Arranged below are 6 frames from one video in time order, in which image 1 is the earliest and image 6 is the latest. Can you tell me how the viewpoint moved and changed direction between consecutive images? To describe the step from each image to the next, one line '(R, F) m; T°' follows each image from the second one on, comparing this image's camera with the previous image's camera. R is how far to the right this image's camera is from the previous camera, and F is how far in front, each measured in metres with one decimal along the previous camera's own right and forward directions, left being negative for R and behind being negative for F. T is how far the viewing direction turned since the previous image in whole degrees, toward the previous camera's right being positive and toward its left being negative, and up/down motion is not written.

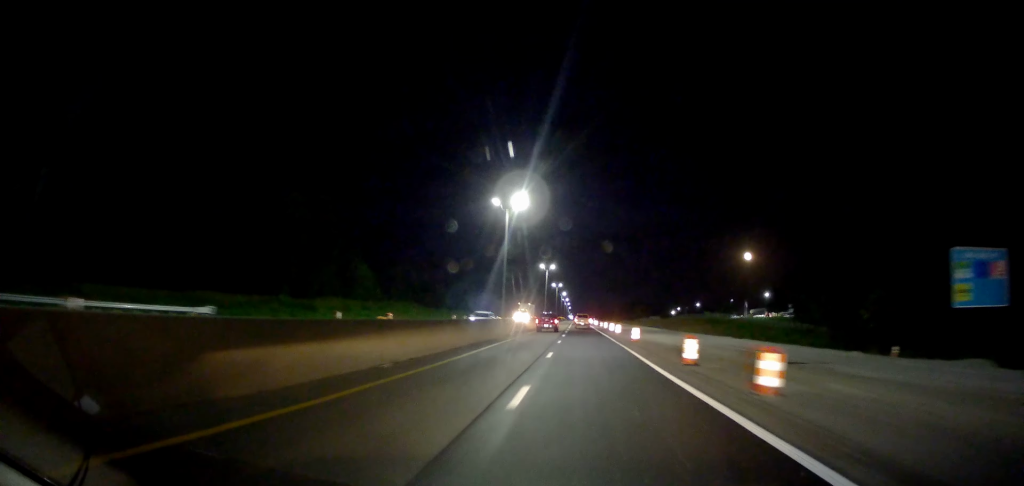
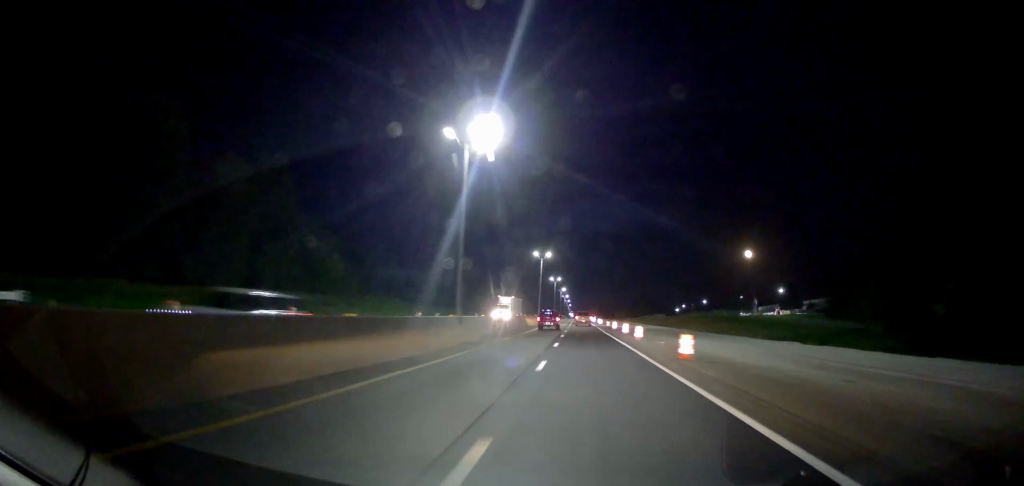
(+0.1, +18.7) m; +1°
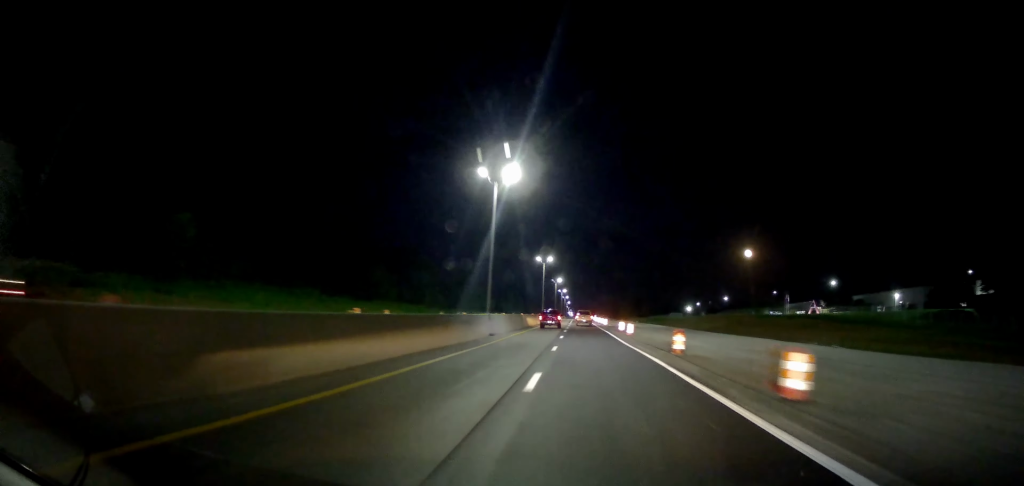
(+0.6, +52.0) m; 0°
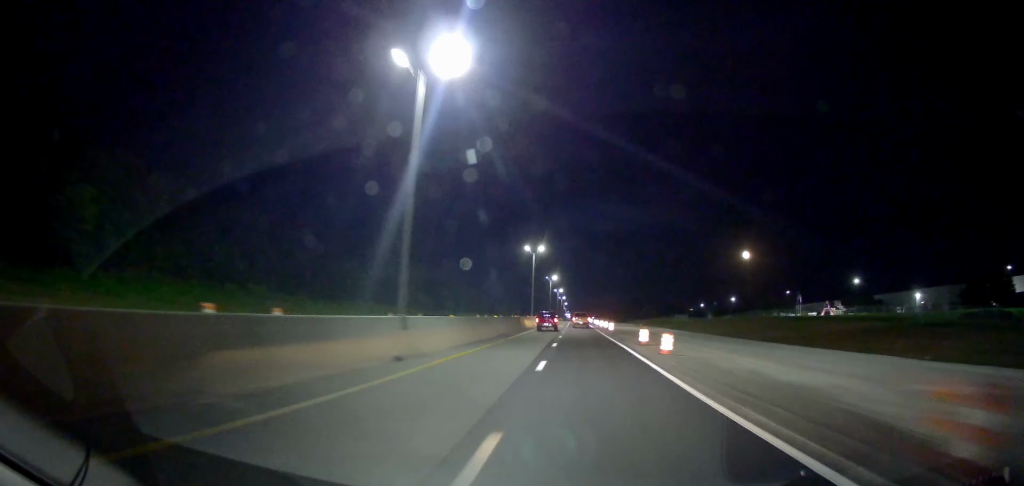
(0.0, +18.9) m; -1°
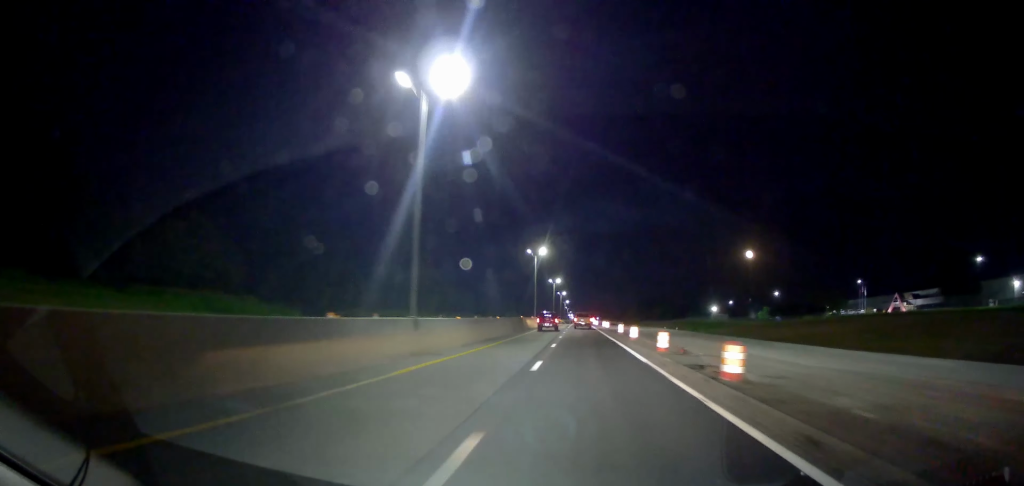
(+0.4, +60.5) m; +1°
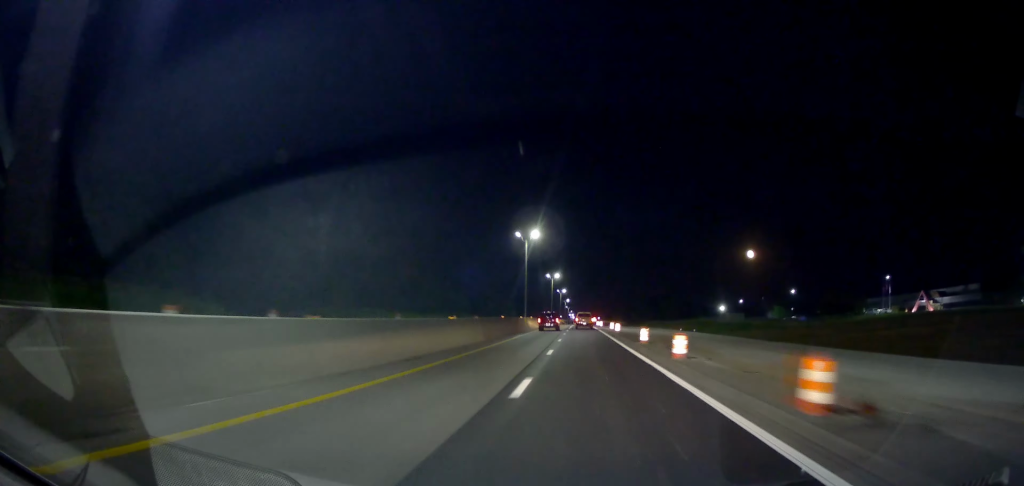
(0.0, +17.3) m; 0°
